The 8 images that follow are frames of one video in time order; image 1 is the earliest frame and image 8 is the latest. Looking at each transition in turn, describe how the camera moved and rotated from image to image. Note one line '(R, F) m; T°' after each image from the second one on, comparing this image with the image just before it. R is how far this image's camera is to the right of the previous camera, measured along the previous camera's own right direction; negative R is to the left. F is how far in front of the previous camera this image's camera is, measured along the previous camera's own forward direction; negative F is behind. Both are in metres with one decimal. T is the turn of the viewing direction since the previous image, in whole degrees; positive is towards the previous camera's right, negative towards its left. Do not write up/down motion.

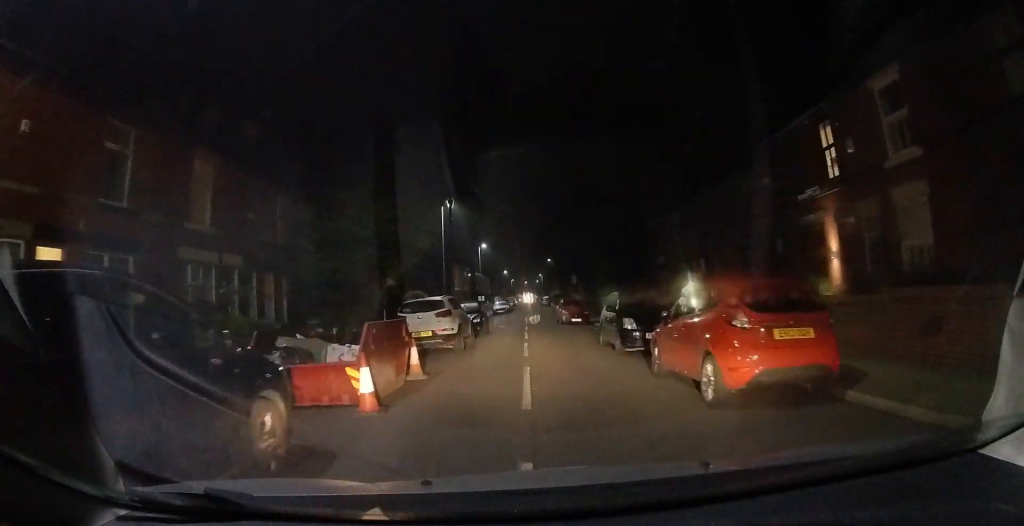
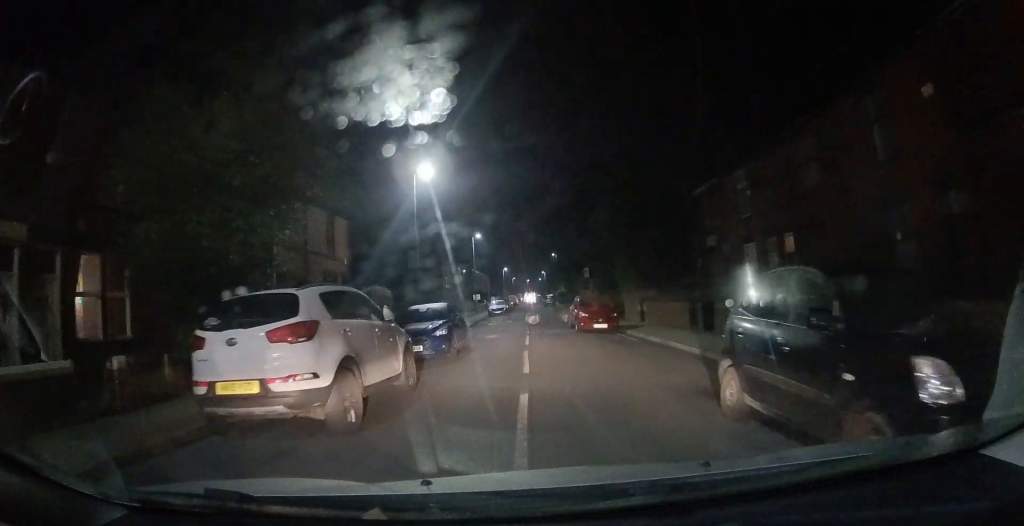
(0.0, +8.3) m; 0°
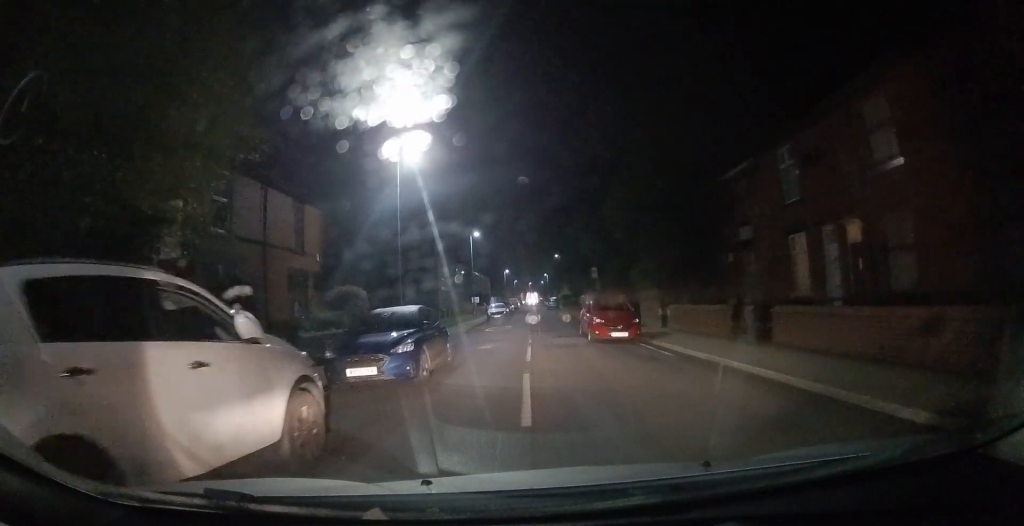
(0.0, +3.4) m; 0°
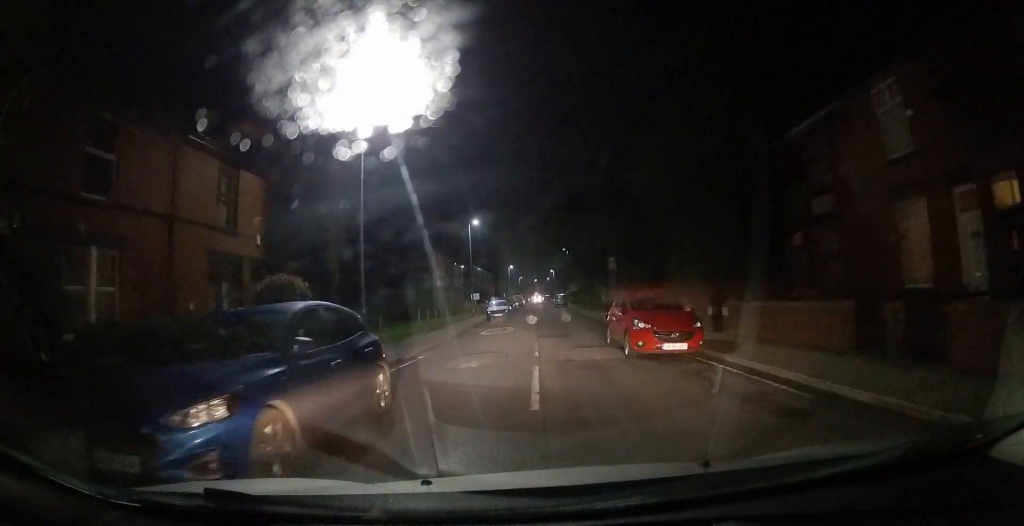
(0.0, +5.0) m; 0°
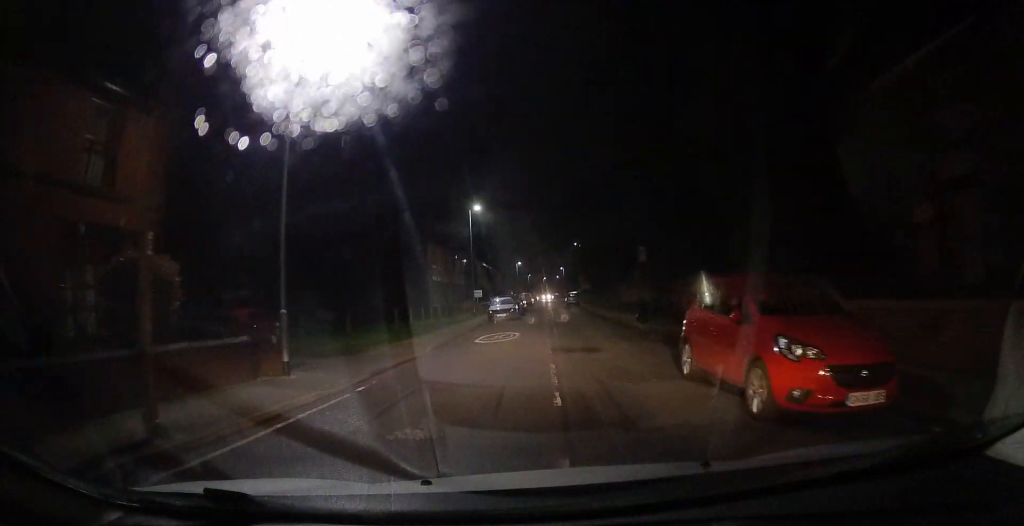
(0.0, +5.9) m; -1°
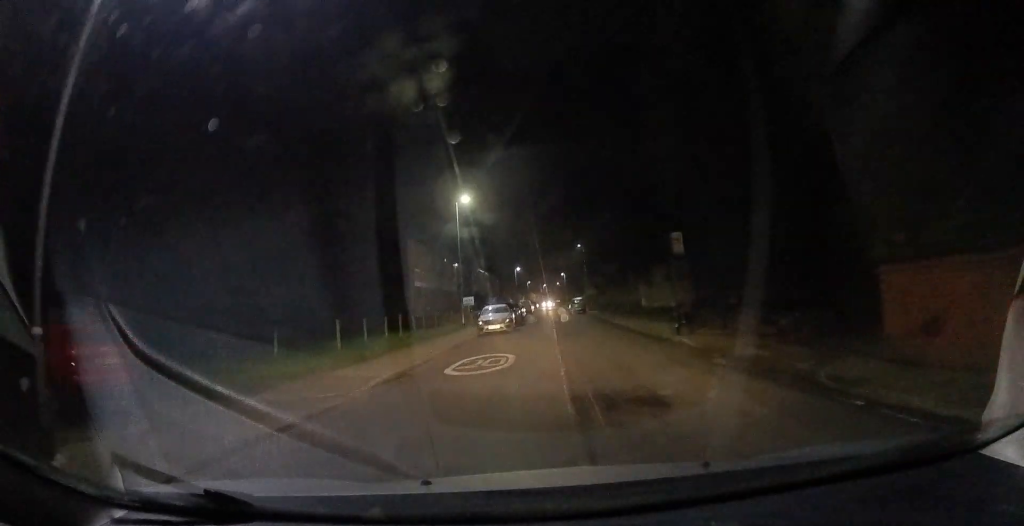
(-0.1, +6.5) m; -1°
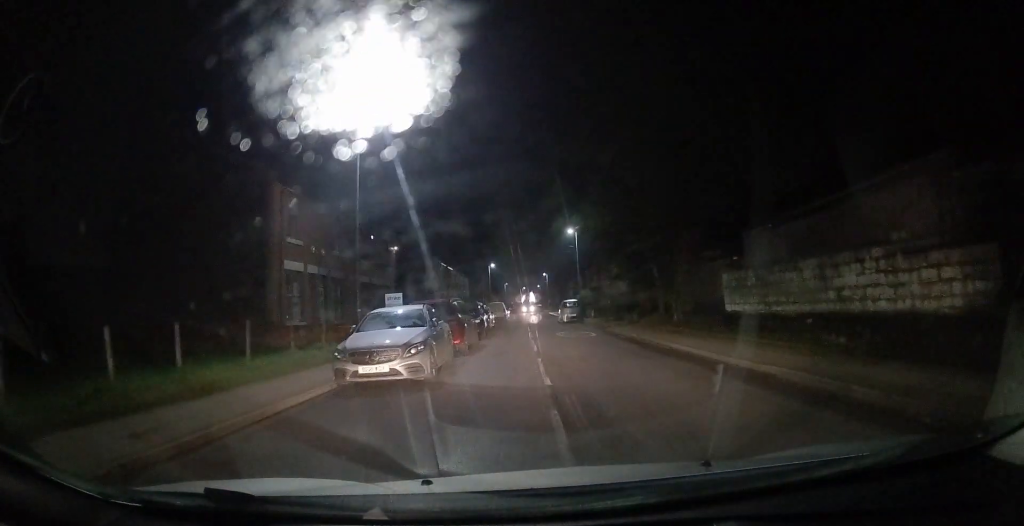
(-0.1, +16.2) m; +1°
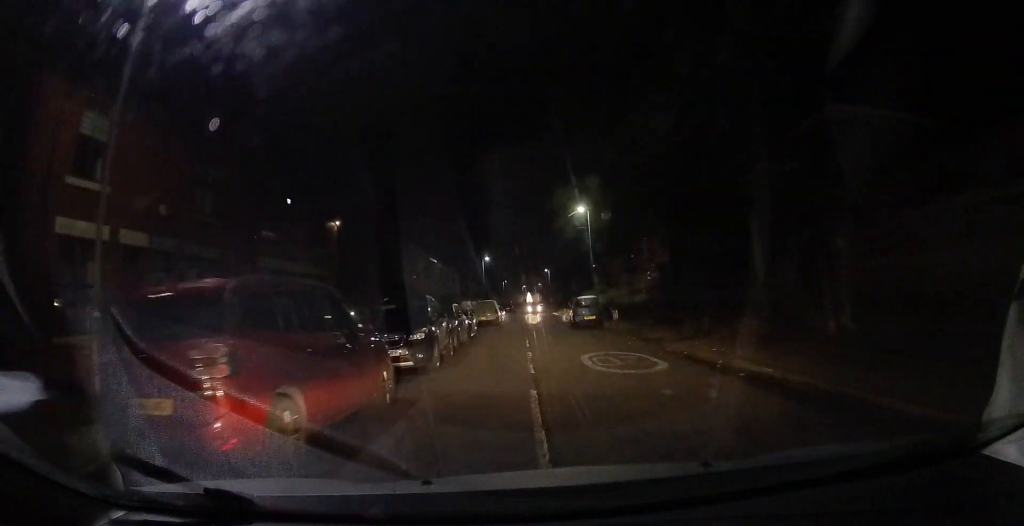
(+0.1, +10.1) m; -1°
